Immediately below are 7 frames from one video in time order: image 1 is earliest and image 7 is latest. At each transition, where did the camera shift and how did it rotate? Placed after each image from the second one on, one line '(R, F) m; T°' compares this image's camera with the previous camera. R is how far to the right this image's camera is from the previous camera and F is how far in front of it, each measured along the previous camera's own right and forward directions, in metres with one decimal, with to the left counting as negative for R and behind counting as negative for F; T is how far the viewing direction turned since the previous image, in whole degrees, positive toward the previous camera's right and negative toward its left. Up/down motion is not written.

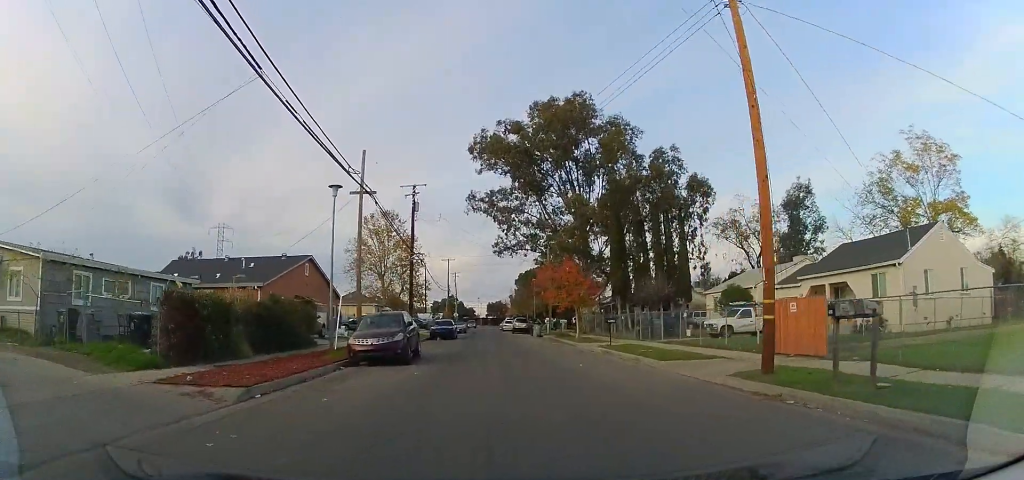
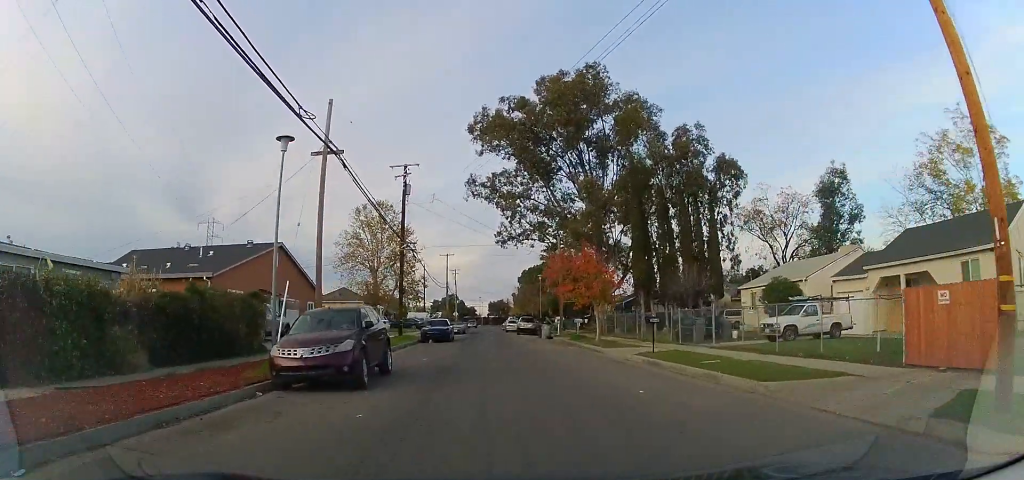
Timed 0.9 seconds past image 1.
(0.0, +6.2) m; +1°
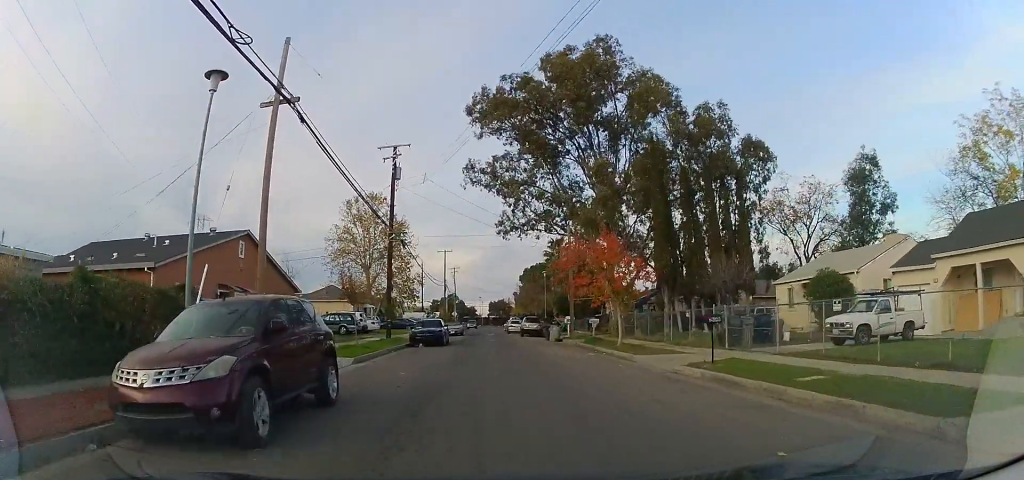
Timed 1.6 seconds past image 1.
(0.0, +5.0) m; +2°
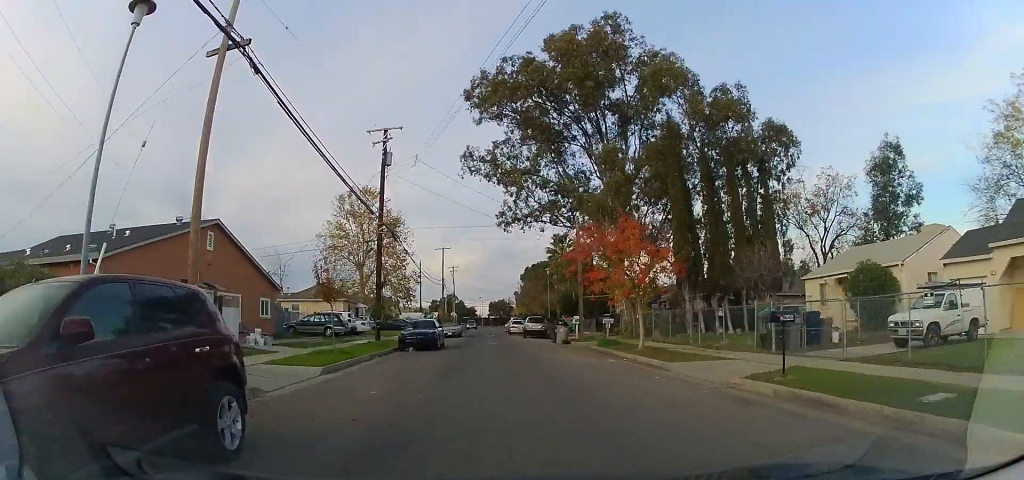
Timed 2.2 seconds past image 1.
(+0.2, +3.6) m; 0°
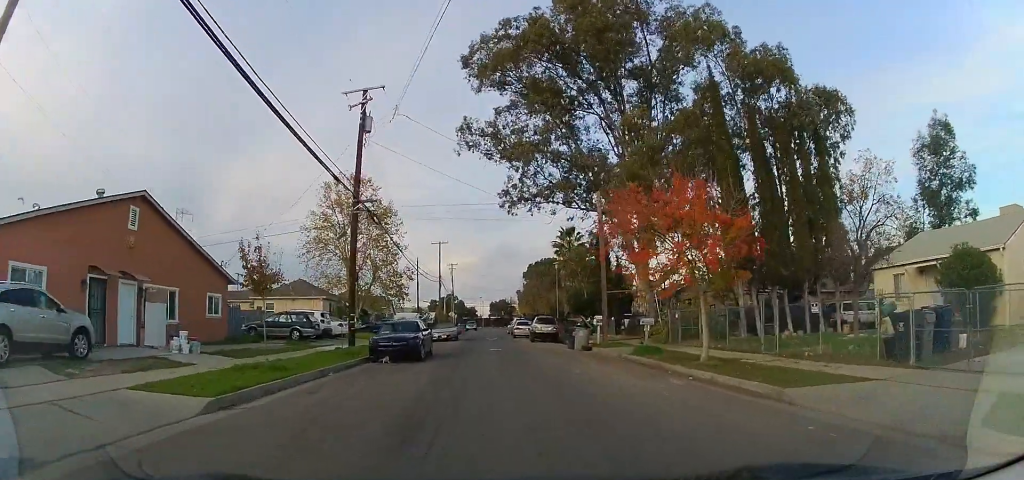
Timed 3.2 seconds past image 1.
(-0.1, +6.4) m; -2°
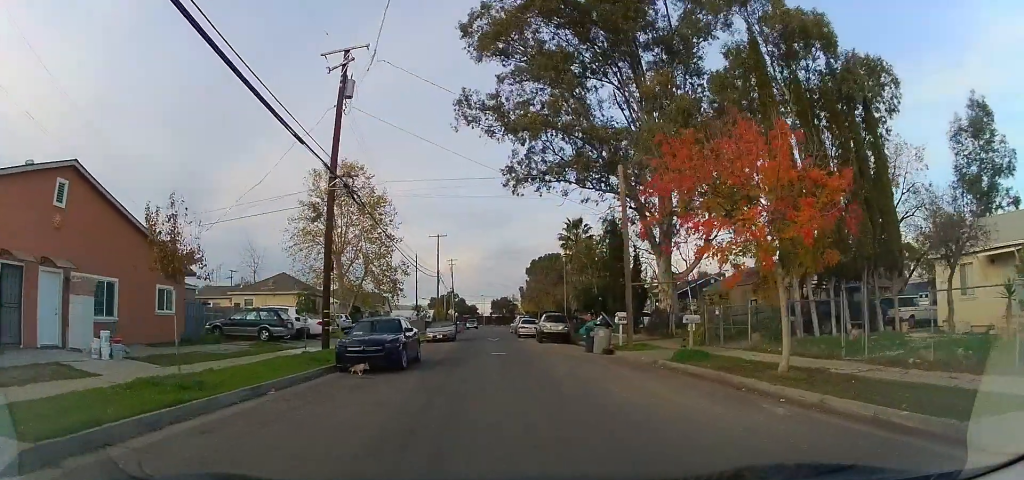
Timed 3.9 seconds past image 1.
(-0.1, +4.5) m; -1°
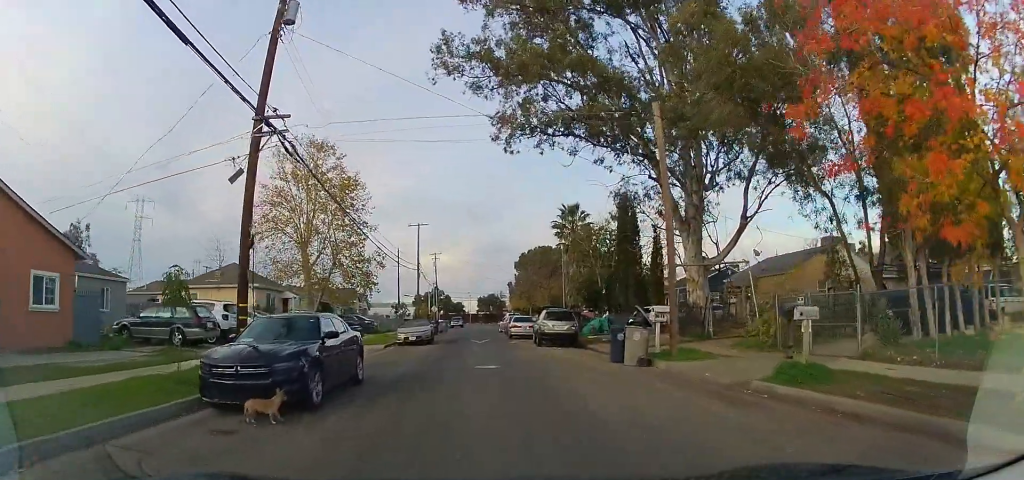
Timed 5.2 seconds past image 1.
(0.0, +7.4) m; 0°
